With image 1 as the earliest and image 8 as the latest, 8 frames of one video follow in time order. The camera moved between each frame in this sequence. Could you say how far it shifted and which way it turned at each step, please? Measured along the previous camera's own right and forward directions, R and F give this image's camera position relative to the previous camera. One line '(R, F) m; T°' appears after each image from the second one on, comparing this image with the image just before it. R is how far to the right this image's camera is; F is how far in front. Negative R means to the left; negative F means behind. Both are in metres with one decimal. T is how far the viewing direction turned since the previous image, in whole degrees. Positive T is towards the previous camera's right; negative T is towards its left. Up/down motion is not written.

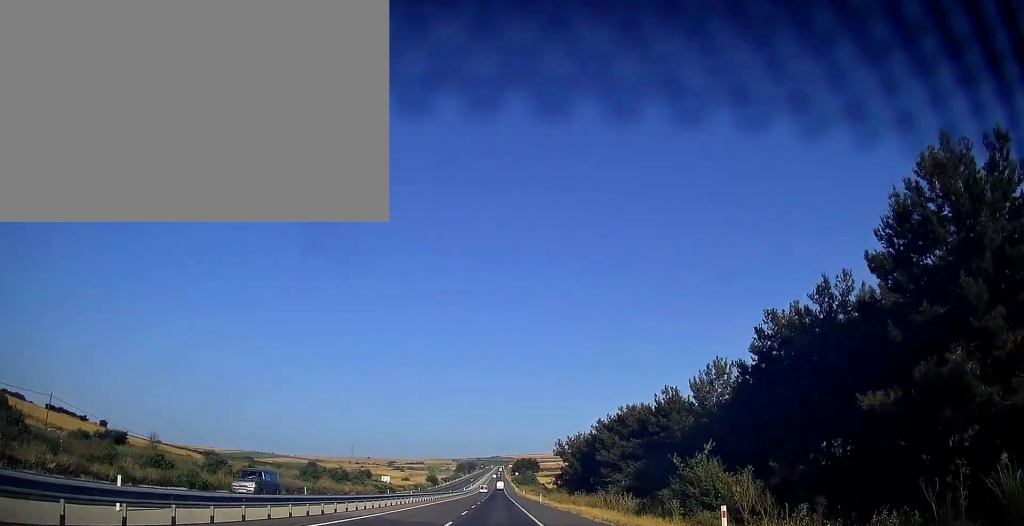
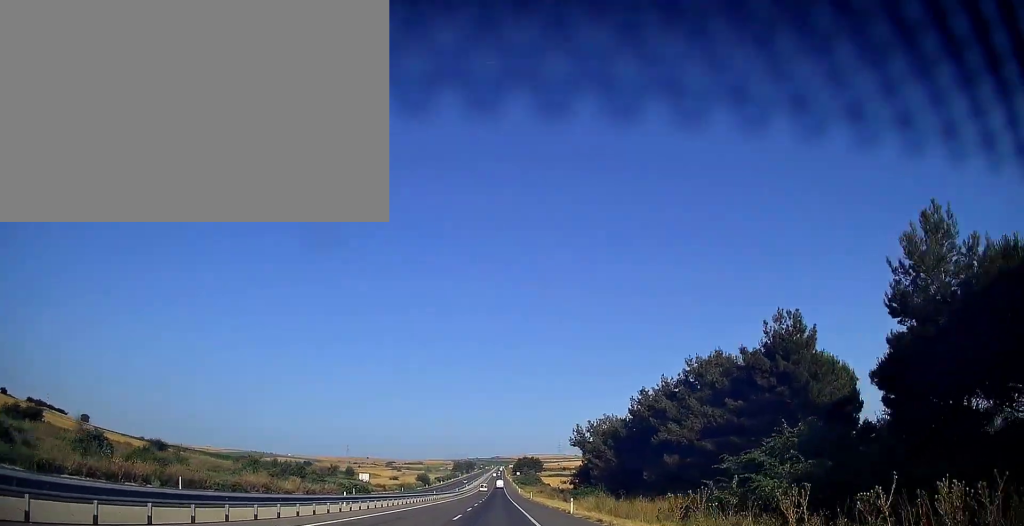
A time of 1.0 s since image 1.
(+0.1, +29.9) m; 0°
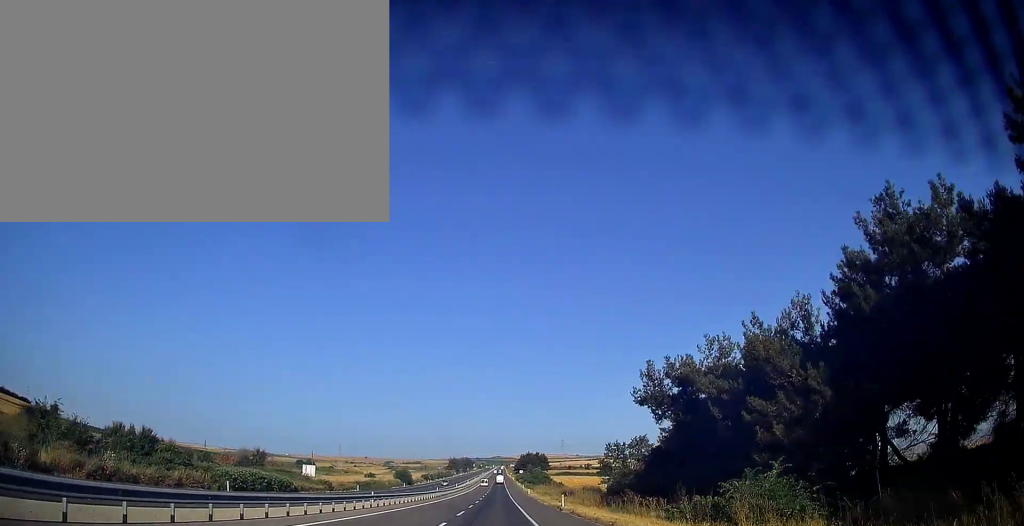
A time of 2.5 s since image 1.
(0.0, +44.8) m; -1°
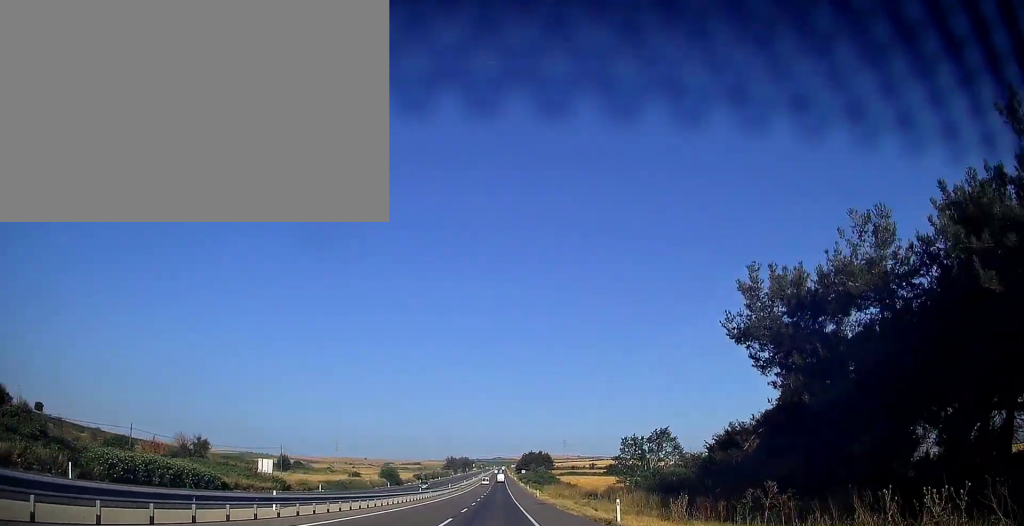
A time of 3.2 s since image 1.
(-0.2, +19.9) m; 0°
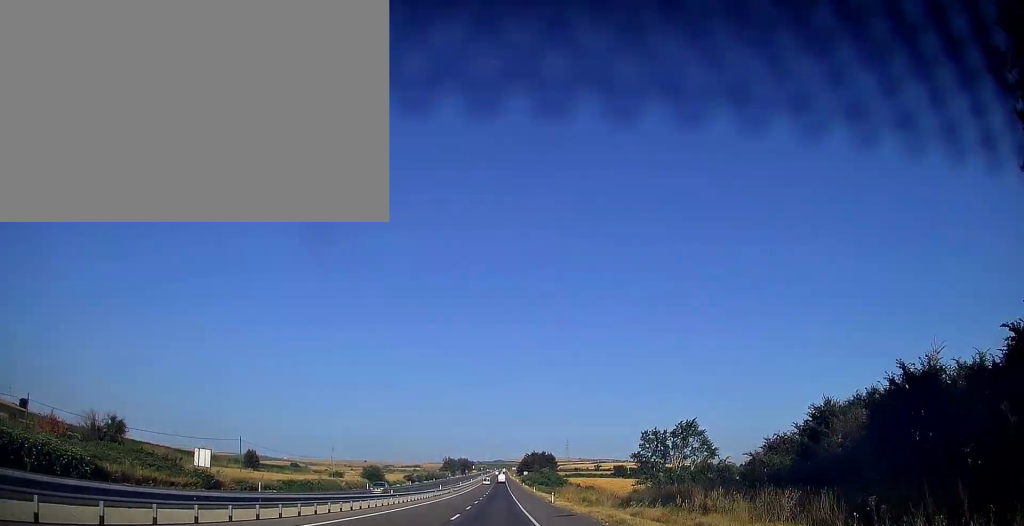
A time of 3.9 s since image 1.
(0.0, +20.9) m; 0°
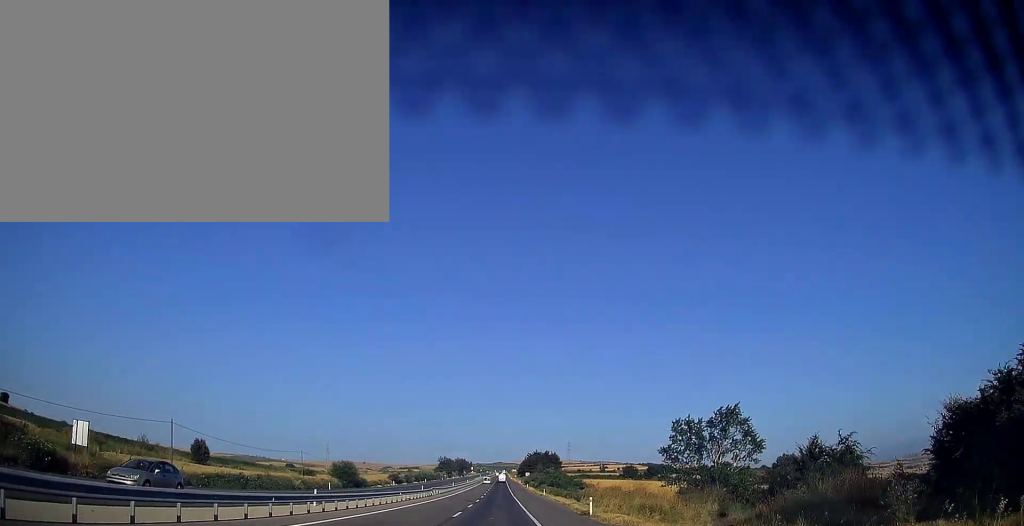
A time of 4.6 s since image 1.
(+0.1, +22.8) m; 0°
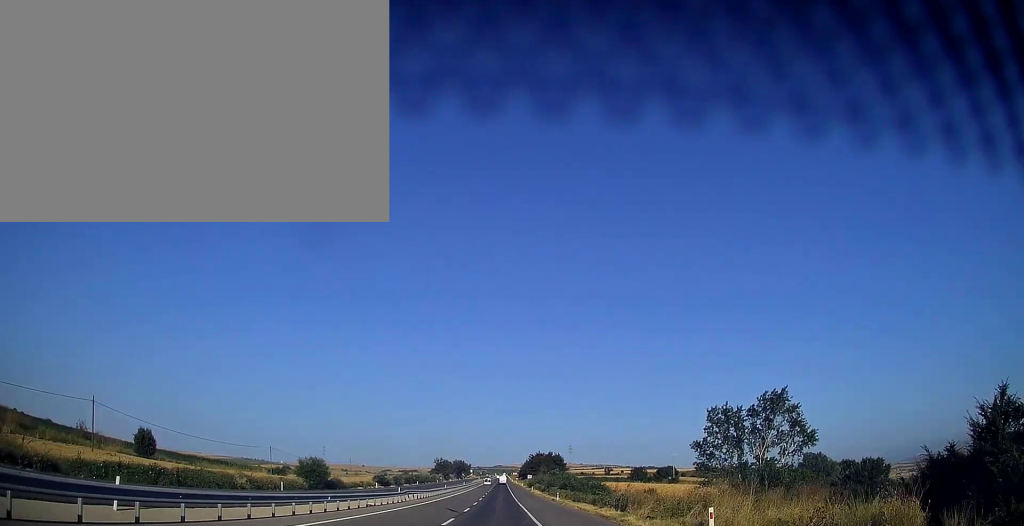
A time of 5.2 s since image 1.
(+0.1, +16.9) m; 0°
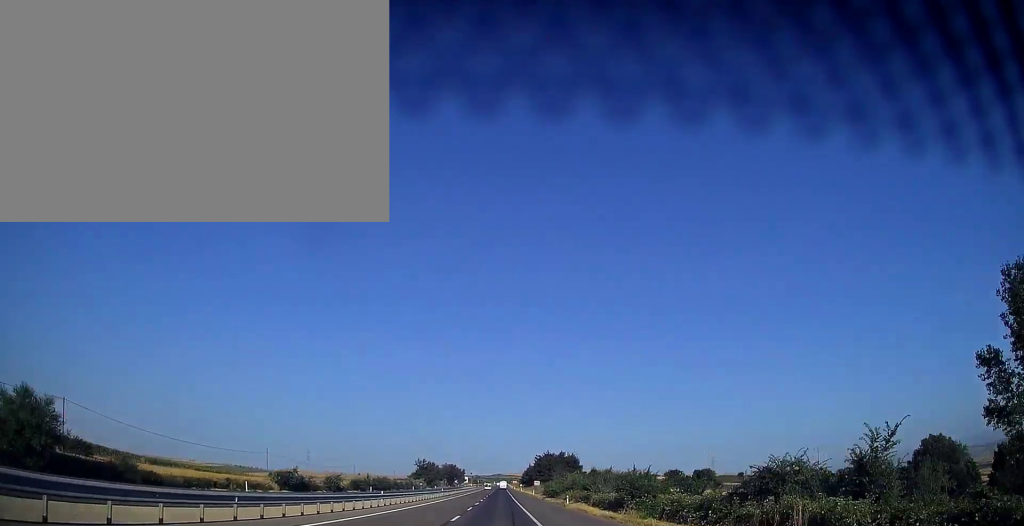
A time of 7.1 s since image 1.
(-0.2, +57.3) m; 0°
